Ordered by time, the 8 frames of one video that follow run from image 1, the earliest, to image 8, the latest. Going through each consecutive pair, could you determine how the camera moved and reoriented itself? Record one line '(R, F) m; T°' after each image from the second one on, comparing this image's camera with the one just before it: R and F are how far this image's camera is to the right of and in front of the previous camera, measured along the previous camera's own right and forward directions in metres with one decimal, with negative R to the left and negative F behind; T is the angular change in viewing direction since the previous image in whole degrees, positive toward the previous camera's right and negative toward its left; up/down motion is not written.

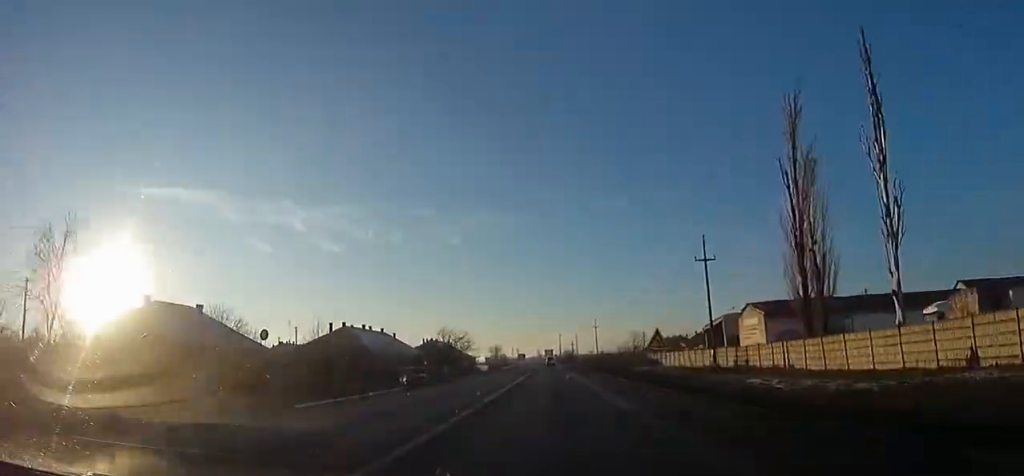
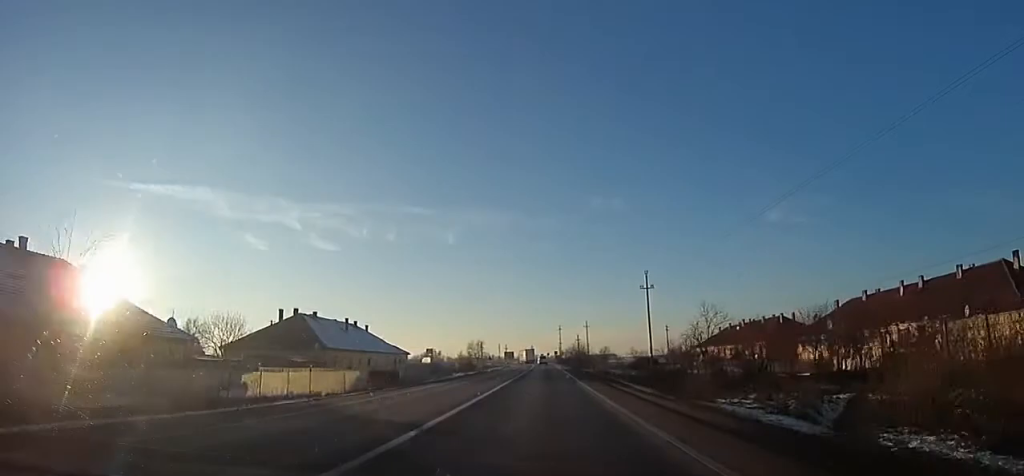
(+0.2, +68.8) m; 0°
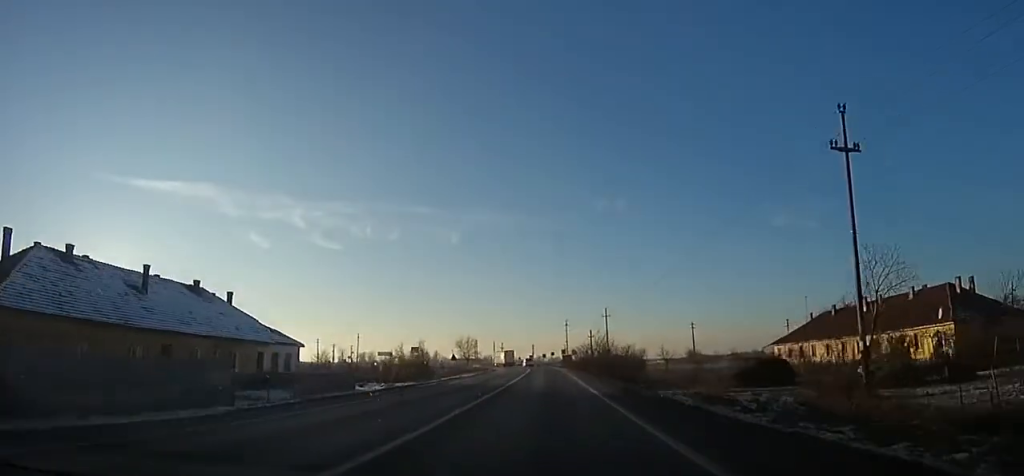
(-0.9, +38.8) m; -2°
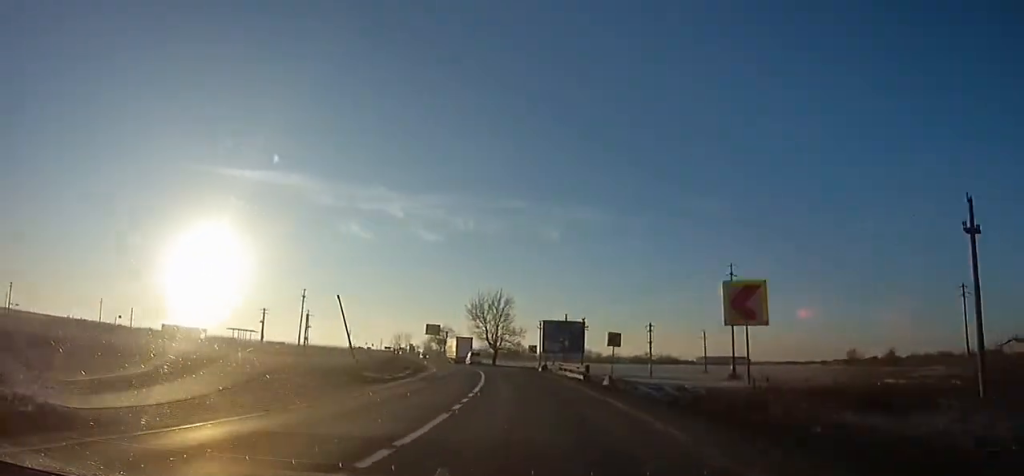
(-7.6, +105.9) m; -16°
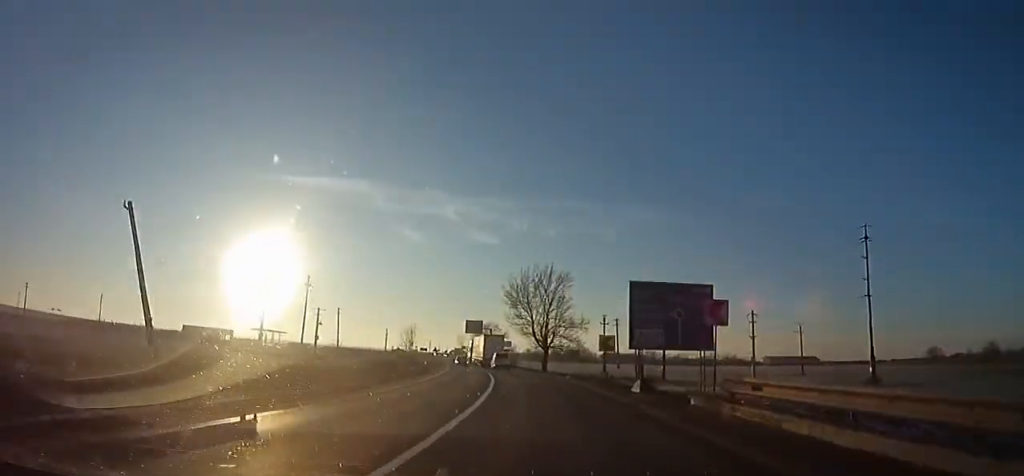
(-1.4, +21.1) m; -4°
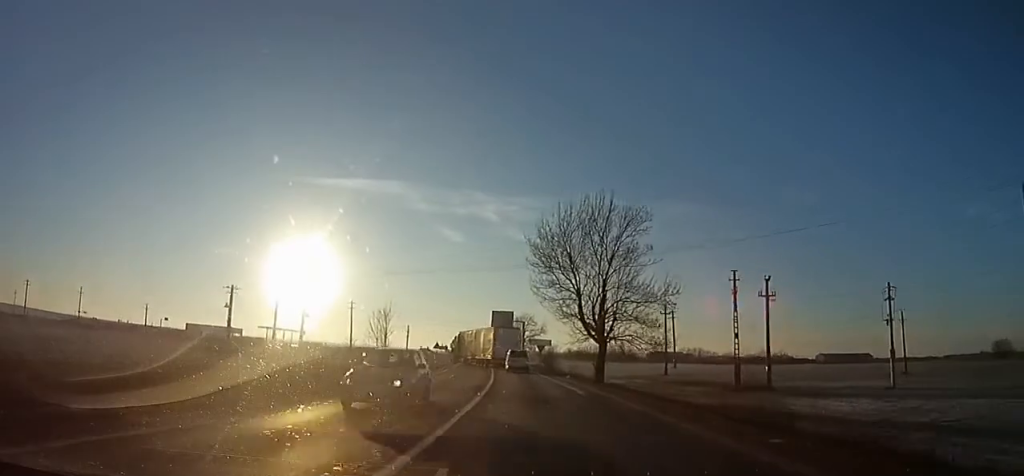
(-0.2, +20.5) m; -1°
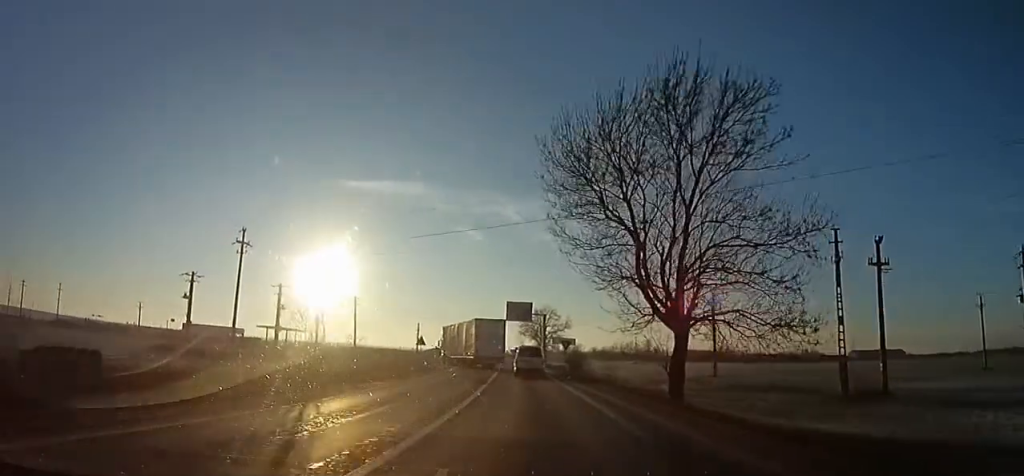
(0.0, +13.2) m; 0°
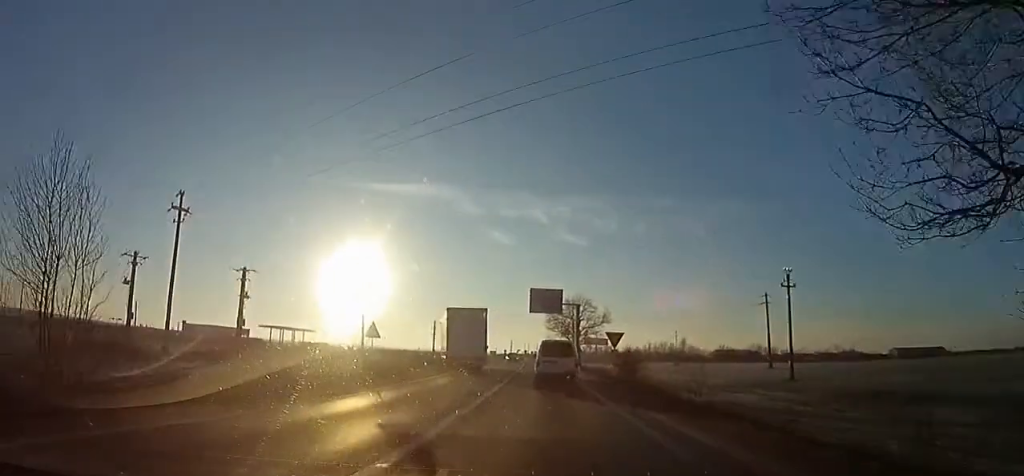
(0.0, +15.8) m; 0°
